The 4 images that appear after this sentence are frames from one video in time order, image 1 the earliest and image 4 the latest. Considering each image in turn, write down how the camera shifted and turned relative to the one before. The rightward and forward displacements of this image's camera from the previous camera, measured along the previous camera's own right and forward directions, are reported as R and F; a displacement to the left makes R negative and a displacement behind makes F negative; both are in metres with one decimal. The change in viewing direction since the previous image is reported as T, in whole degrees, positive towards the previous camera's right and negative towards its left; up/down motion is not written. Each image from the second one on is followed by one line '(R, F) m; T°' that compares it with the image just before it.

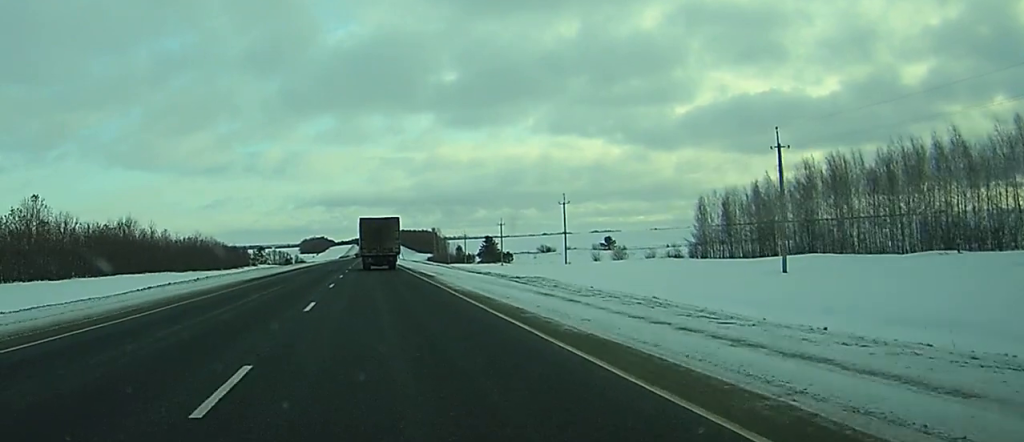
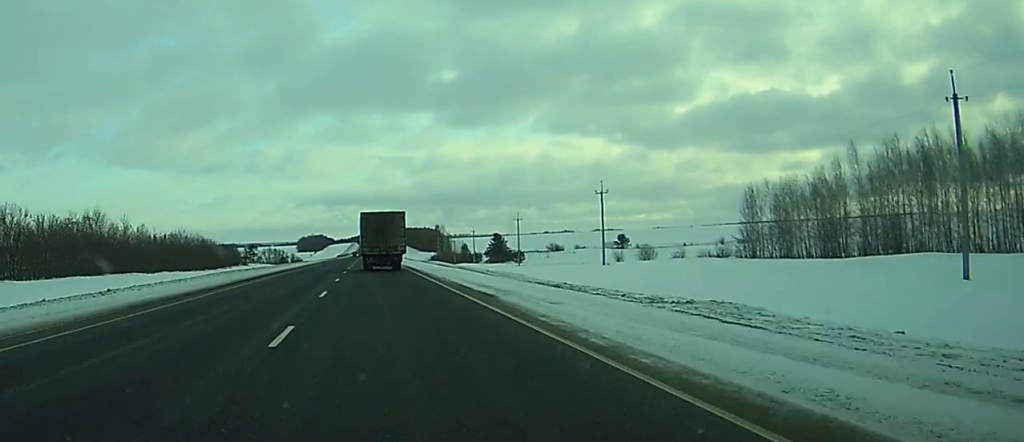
(0.0, +19.5) m; 0°
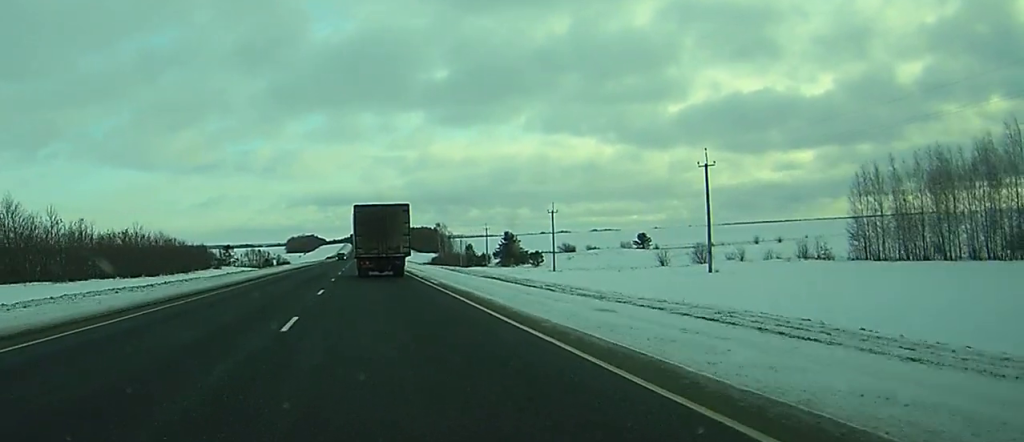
(+0.1, +34.1) m; 0°
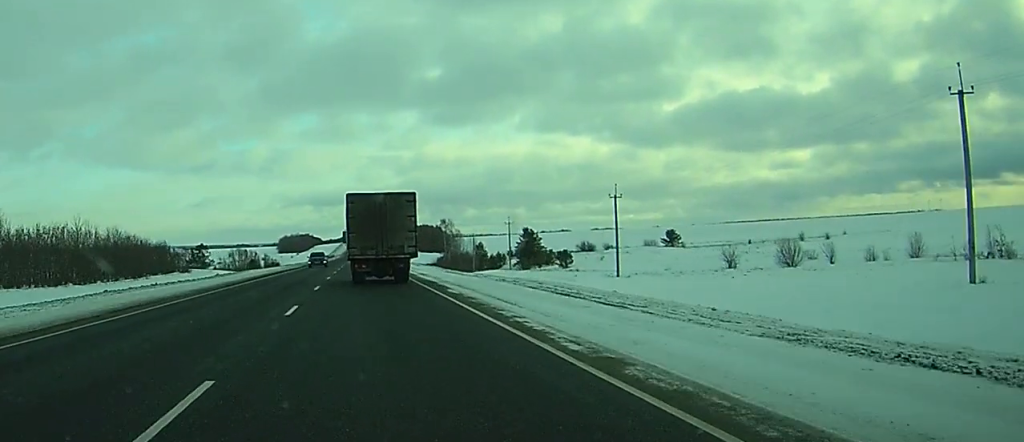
(0.0, +33.2) m; 0°
